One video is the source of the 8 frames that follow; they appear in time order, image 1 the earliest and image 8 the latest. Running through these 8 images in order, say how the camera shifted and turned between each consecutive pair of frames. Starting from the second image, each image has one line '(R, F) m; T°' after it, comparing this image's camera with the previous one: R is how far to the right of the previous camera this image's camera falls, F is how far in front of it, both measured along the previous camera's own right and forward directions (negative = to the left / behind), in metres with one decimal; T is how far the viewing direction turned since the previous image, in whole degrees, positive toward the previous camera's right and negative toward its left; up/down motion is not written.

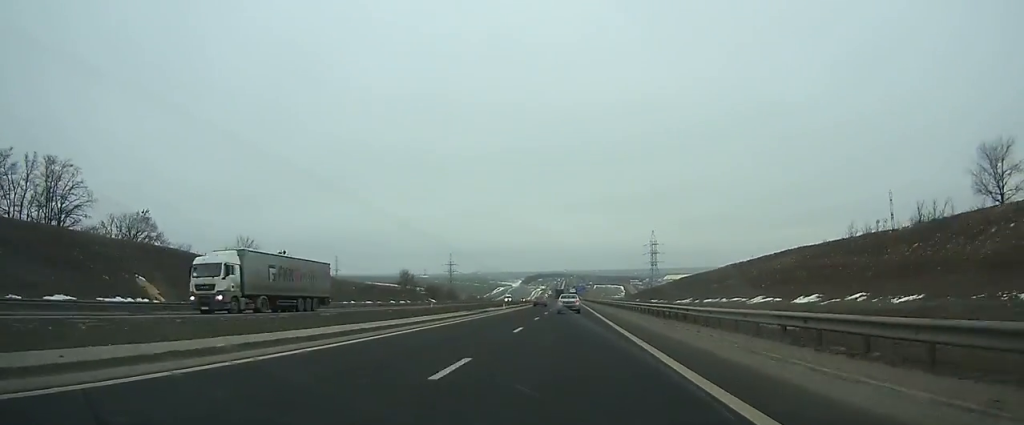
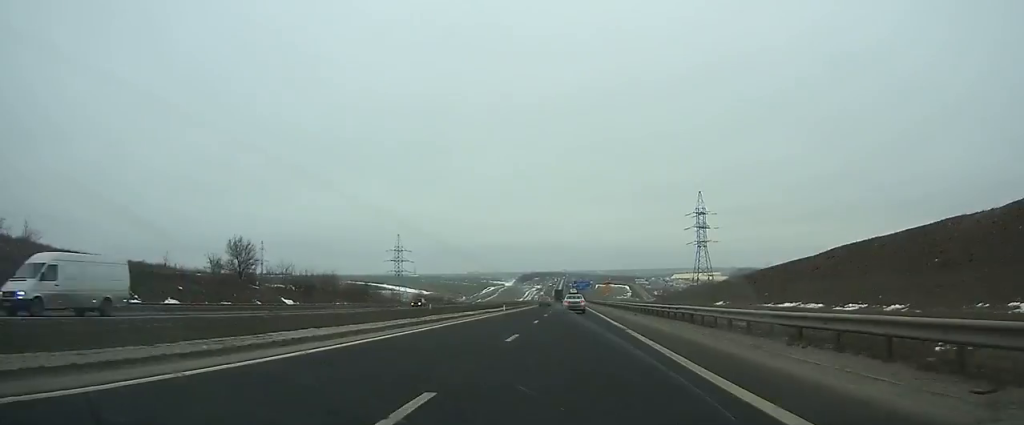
(0.0, +100.7) m; 0°
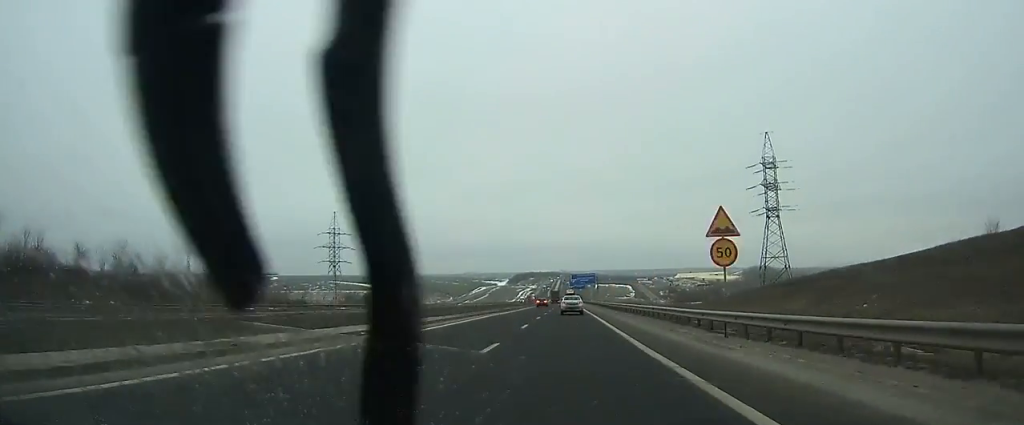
(+0.2, +62.2) m; 0°
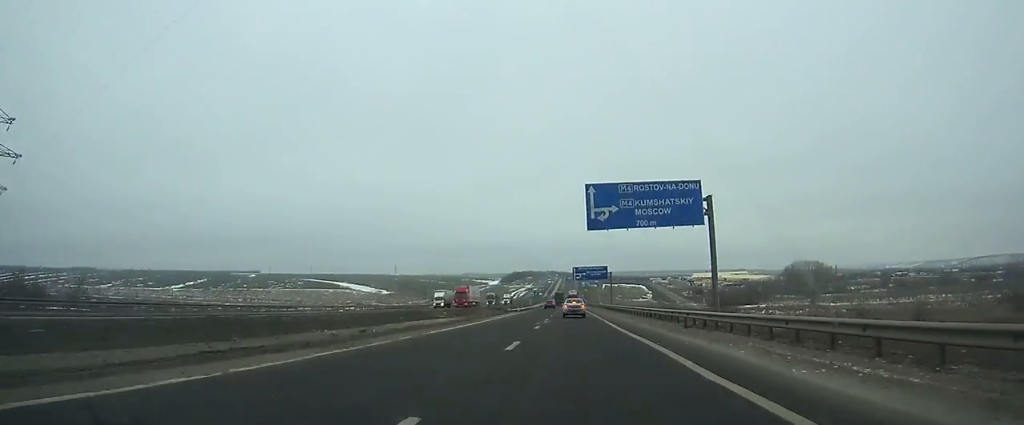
(-0.2, +117.9) m; 0°
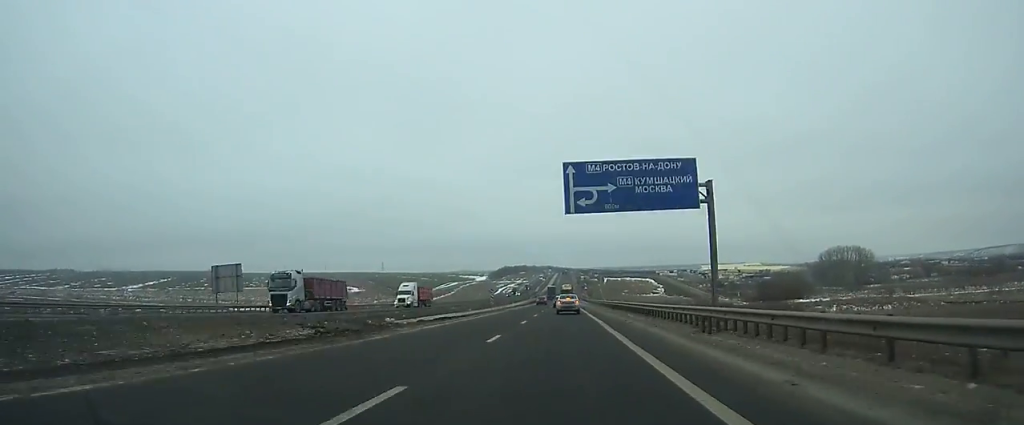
(+0.1, +81.3) m; 0°
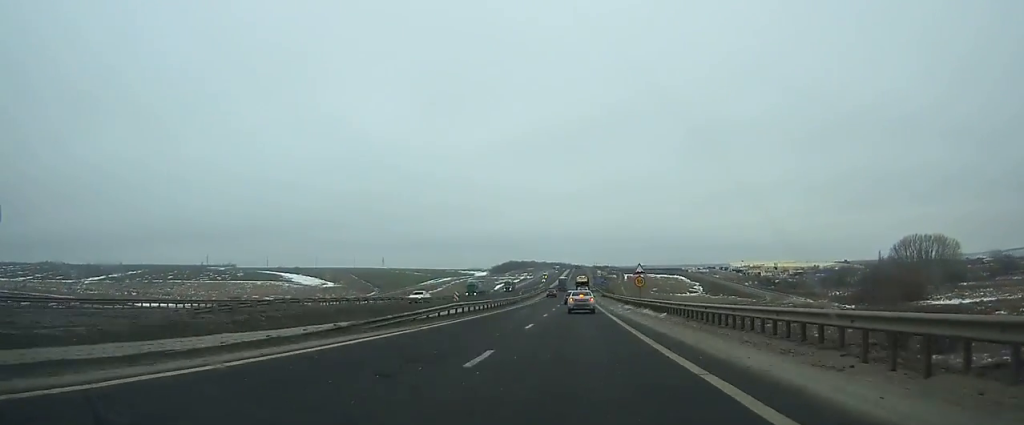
(-0.4, +88.4) m; 0°
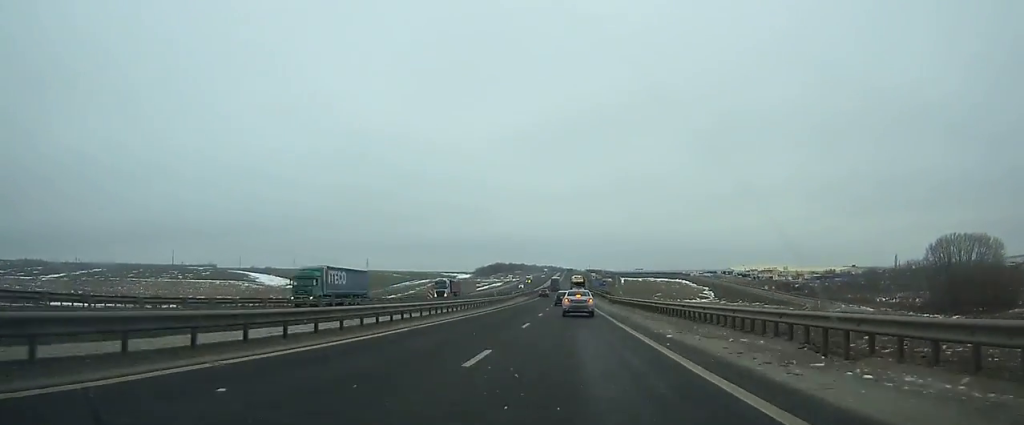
(0.0, +46.2) m; 0°
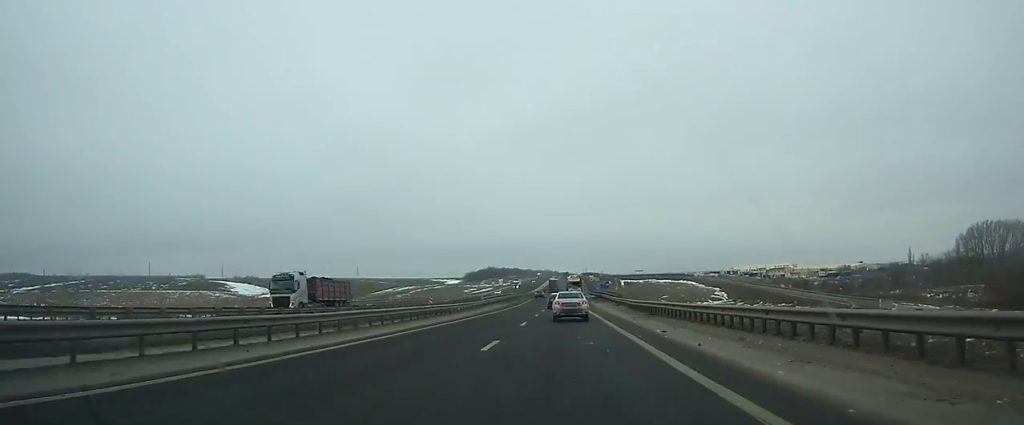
(+0.1, +30.1) m; 0°
